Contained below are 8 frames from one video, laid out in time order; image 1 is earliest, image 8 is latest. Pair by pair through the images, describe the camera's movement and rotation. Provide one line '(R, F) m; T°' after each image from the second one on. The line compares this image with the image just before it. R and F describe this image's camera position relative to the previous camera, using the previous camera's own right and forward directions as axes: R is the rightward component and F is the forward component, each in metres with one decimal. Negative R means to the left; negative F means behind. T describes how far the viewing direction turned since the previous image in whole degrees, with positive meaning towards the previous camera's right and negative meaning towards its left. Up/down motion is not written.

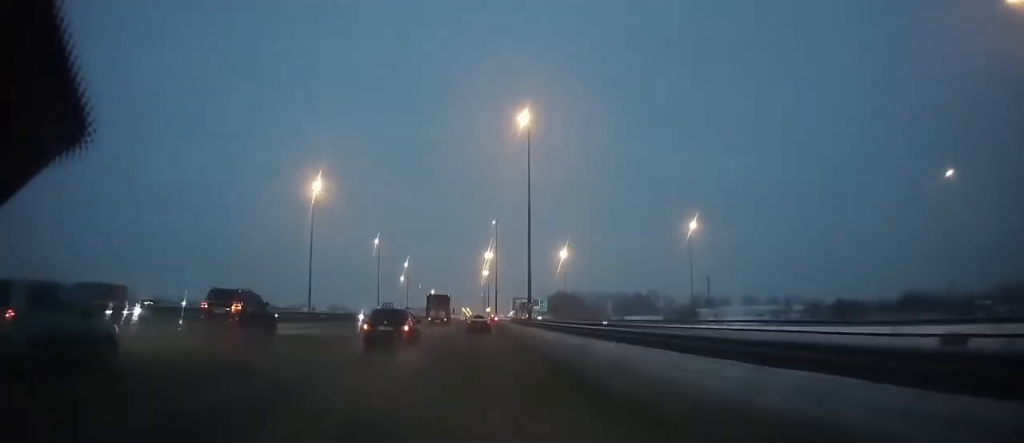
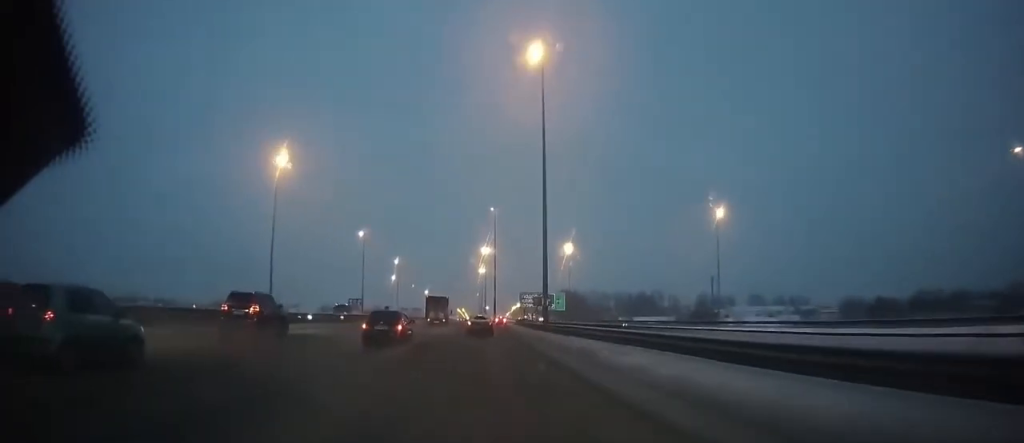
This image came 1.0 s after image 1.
(0.0, +24.9) m; 0°
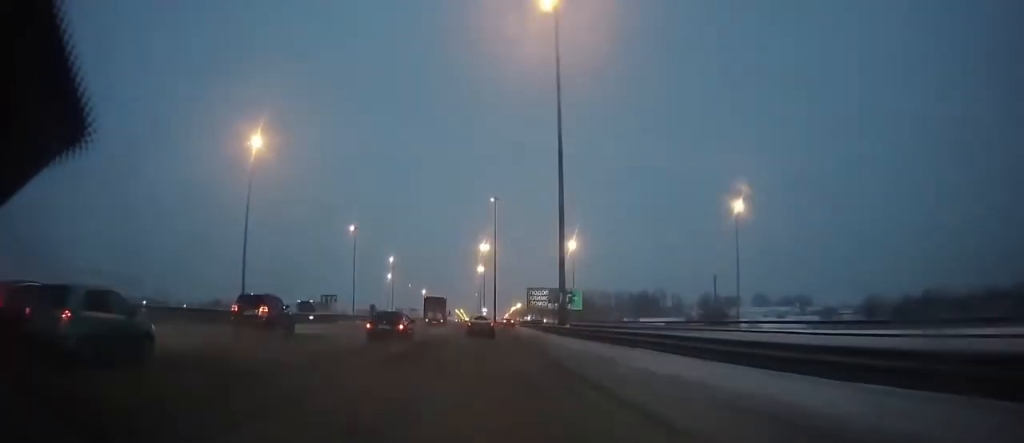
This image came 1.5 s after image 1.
(0.0, +13.9) m; 0°
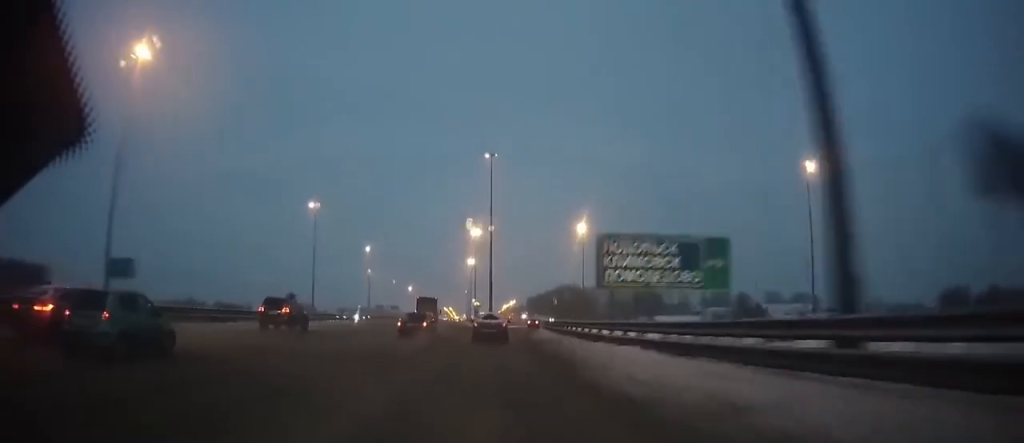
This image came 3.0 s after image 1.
(+0.2, +39.1) m; +1°
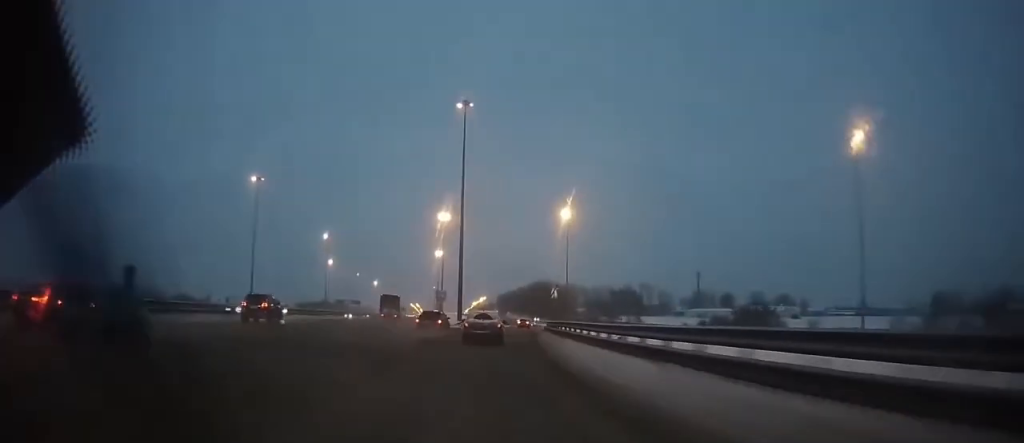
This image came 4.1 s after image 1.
(+0.4, +25.8) m; +2°
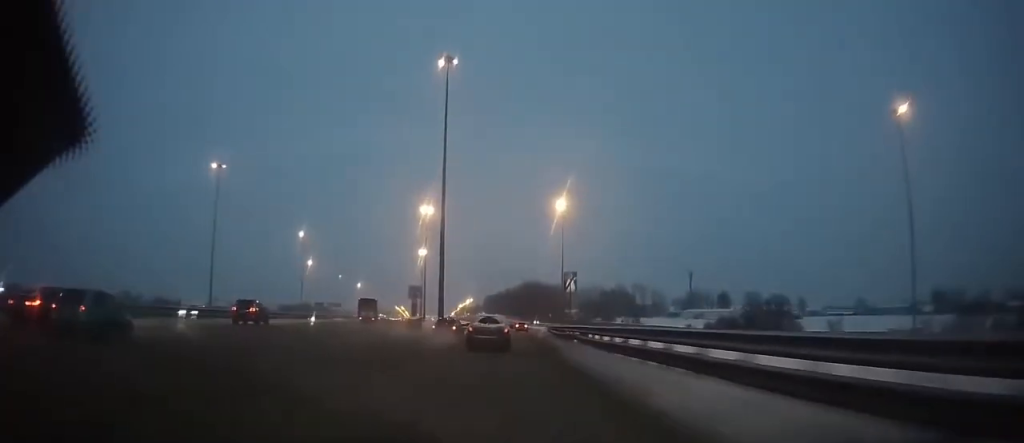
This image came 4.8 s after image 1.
(+0.3, +16.2) m; +2°
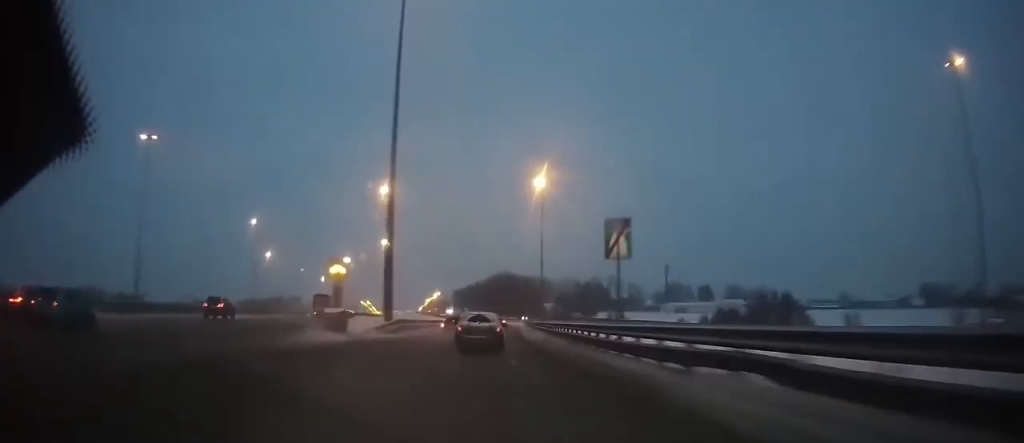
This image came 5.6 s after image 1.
(+0.4, +19.8) m; +2°
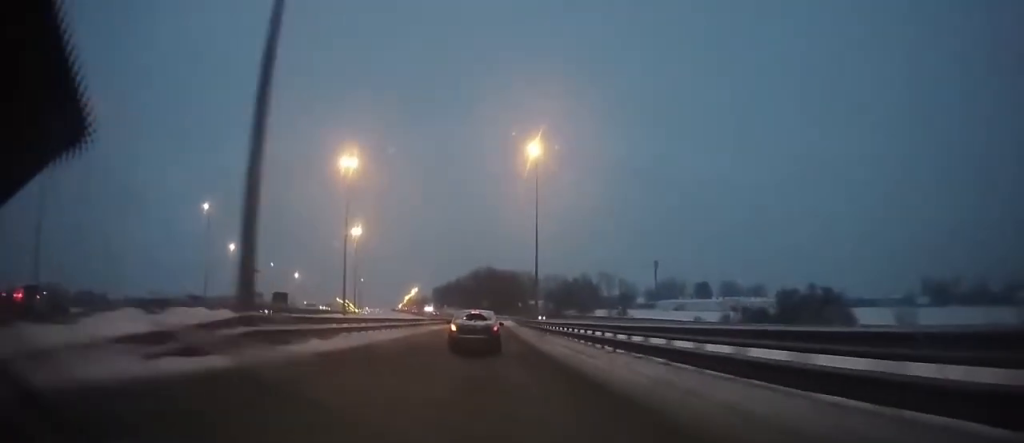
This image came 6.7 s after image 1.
(+0.7, +25.7) m; +2°
